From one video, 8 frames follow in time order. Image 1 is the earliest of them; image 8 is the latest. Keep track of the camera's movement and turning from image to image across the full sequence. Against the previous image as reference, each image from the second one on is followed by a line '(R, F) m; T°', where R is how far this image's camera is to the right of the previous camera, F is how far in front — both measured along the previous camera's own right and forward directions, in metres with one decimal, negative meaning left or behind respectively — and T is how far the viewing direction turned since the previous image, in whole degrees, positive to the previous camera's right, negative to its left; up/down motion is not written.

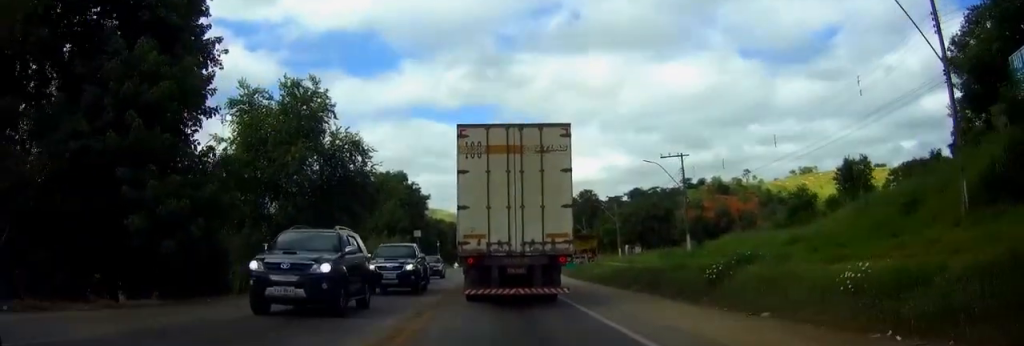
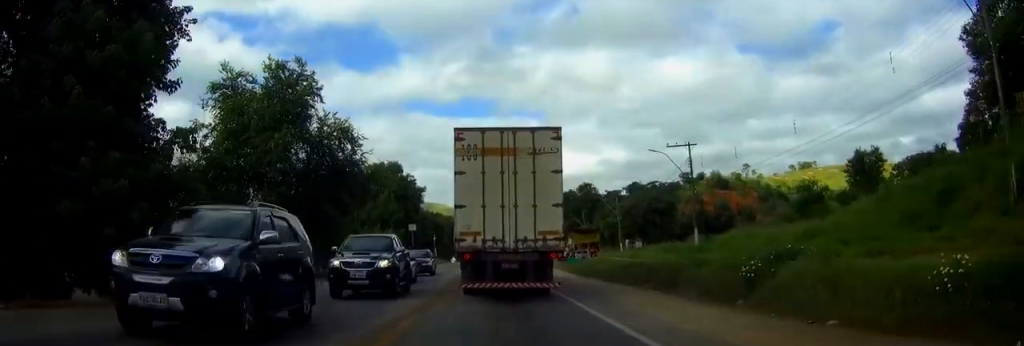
(0.0, +2.9) m; 0°
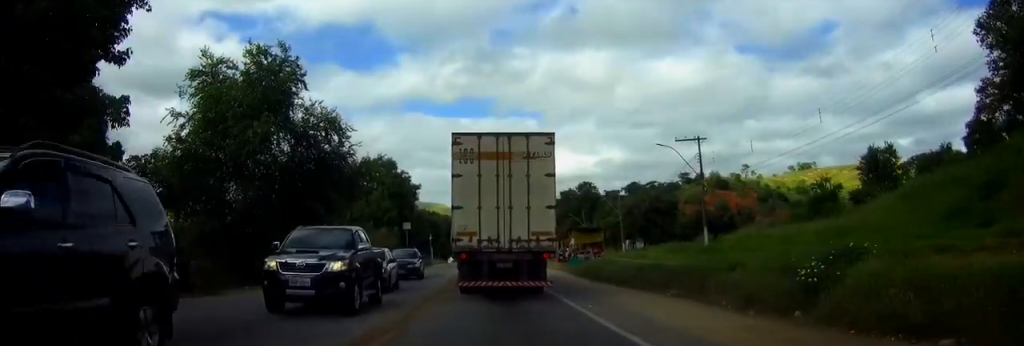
(0.0, +3.1) m; 0°
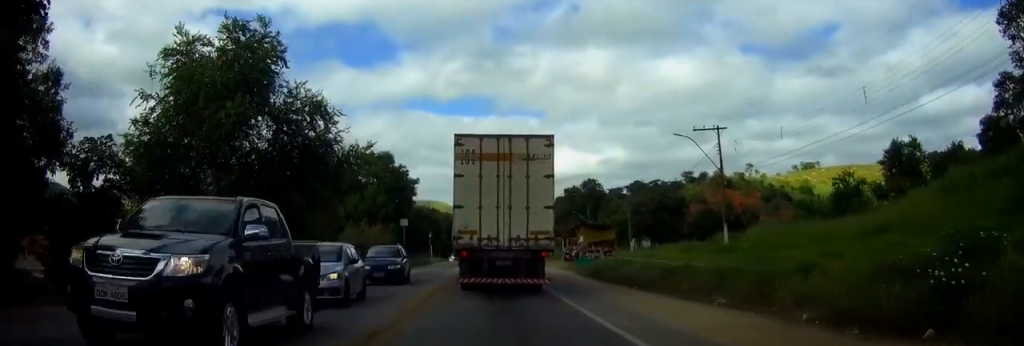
(0.0, +4.0) m; -1°
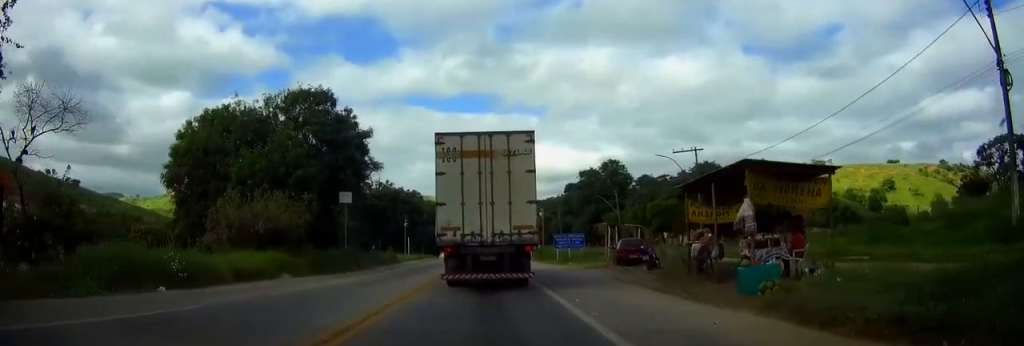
(-0.4, +28.0) m; 0°
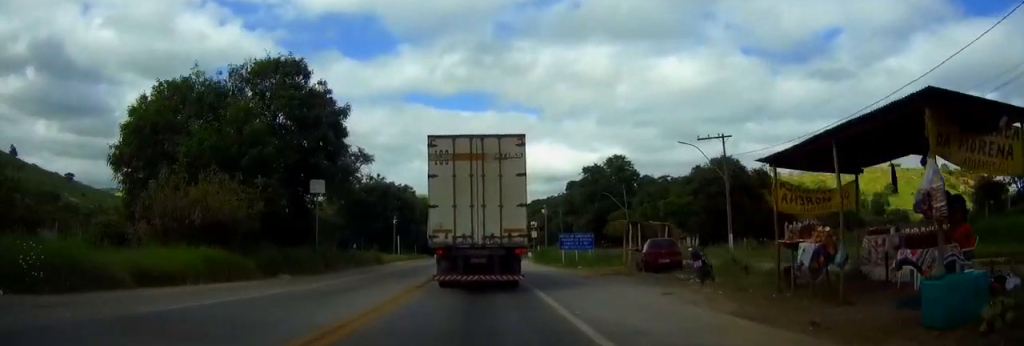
(+0.1, +6.8) m; +1°
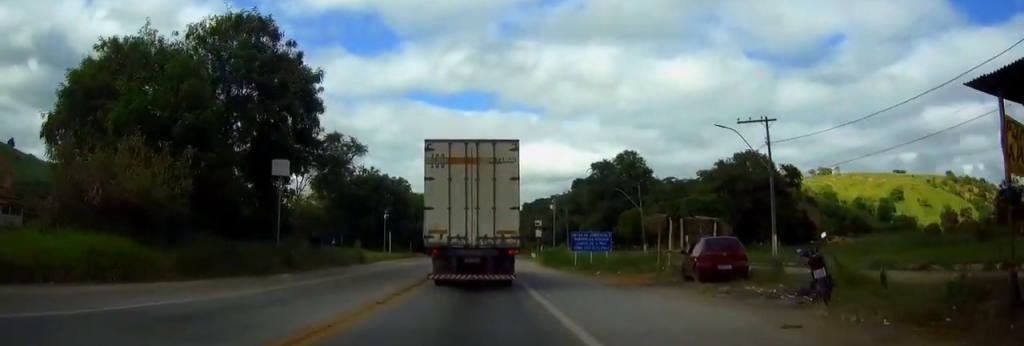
(0.0, +7.5) m; -1°
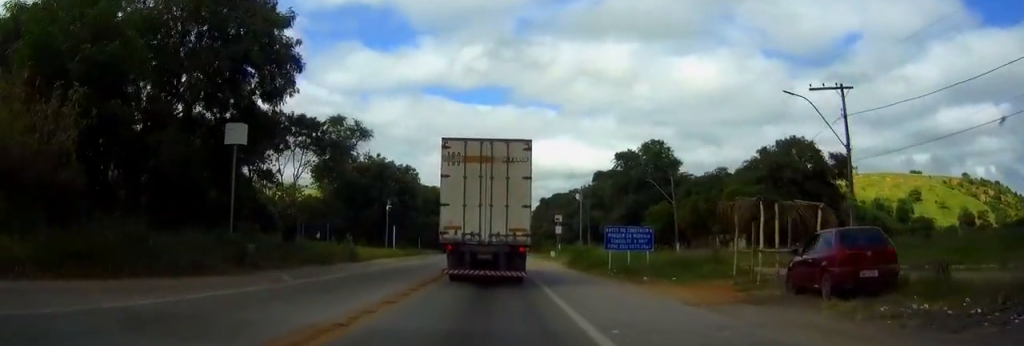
(-0.1, +7.2) m; -2°
